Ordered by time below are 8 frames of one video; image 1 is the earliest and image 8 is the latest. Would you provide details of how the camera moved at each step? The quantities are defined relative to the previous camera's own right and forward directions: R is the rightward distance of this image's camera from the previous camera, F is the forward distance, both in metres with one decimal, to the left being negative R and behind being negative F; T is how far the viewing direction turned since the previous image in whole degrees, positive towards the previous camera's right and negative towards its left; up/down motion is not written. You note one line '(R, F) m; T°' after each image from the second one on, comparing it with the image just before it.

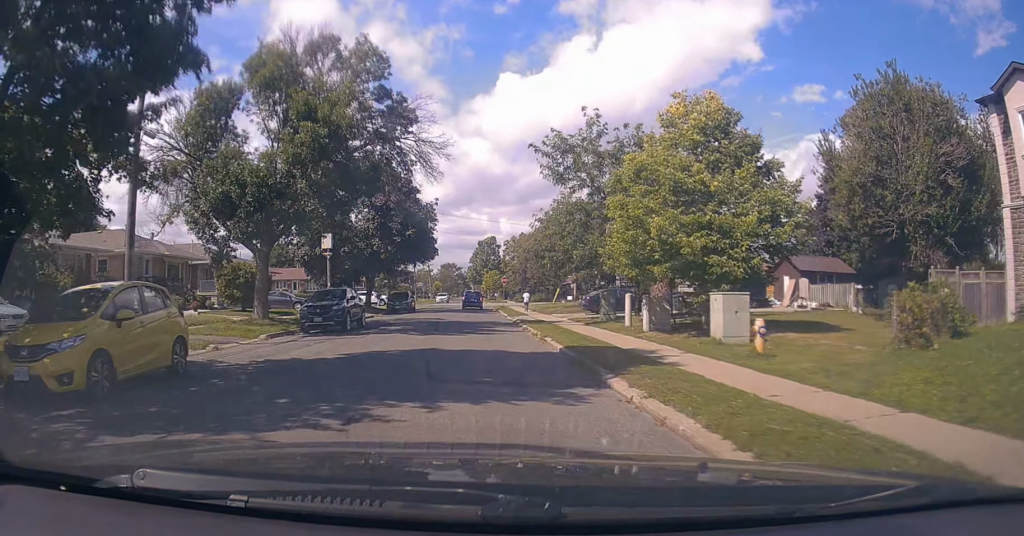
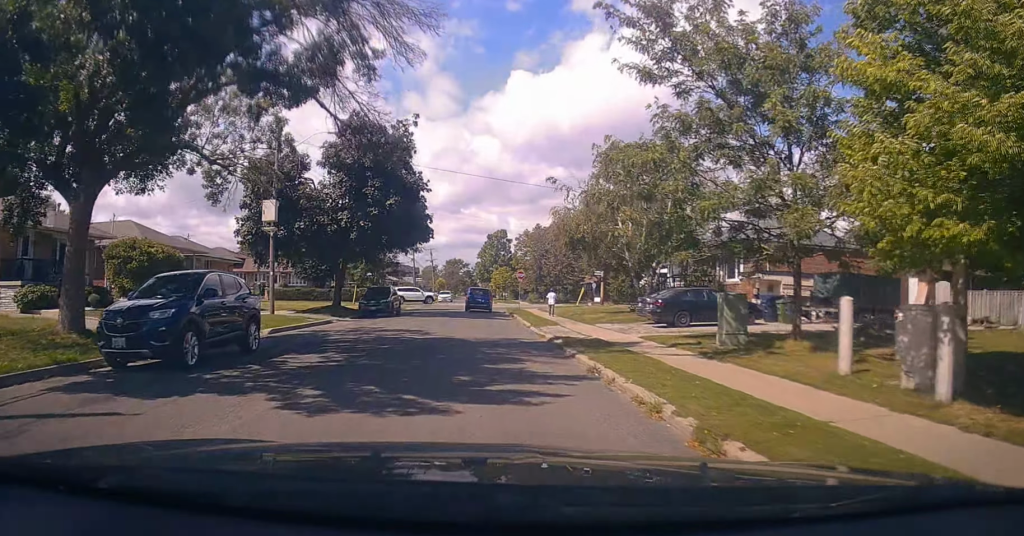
(+0.7, +12.8) m; +3°
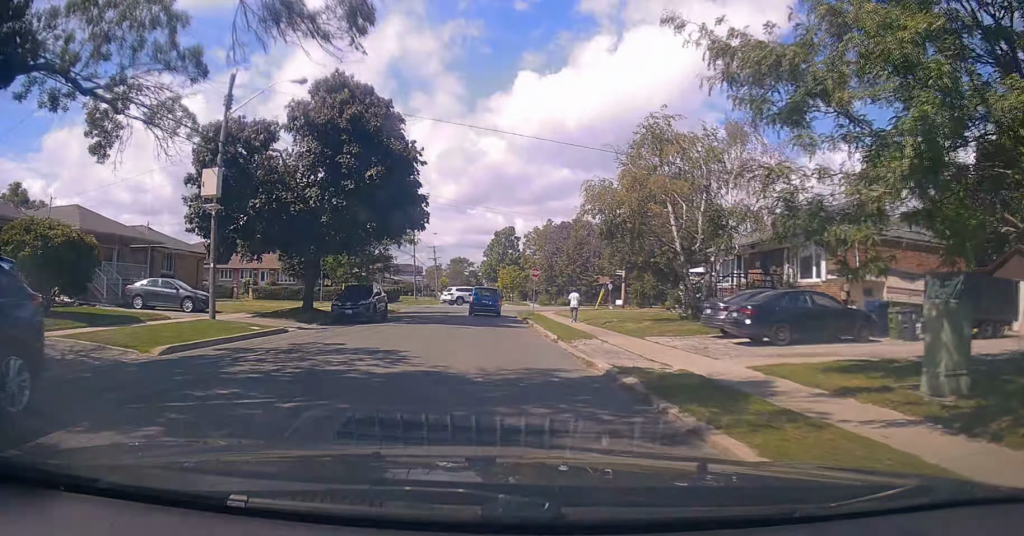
(-0.2, +7.1) m; -5°
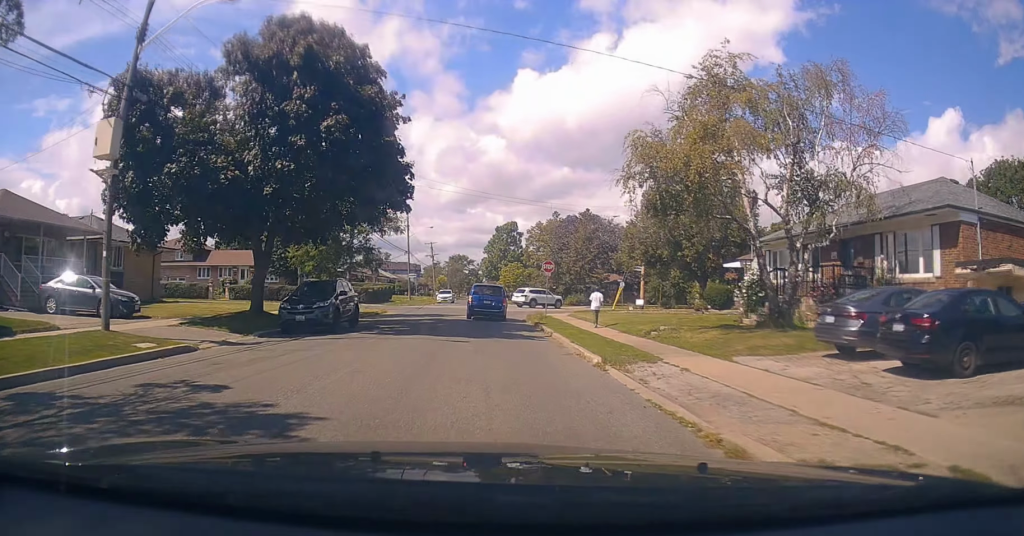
(-0.5, +6.8) m; -2°
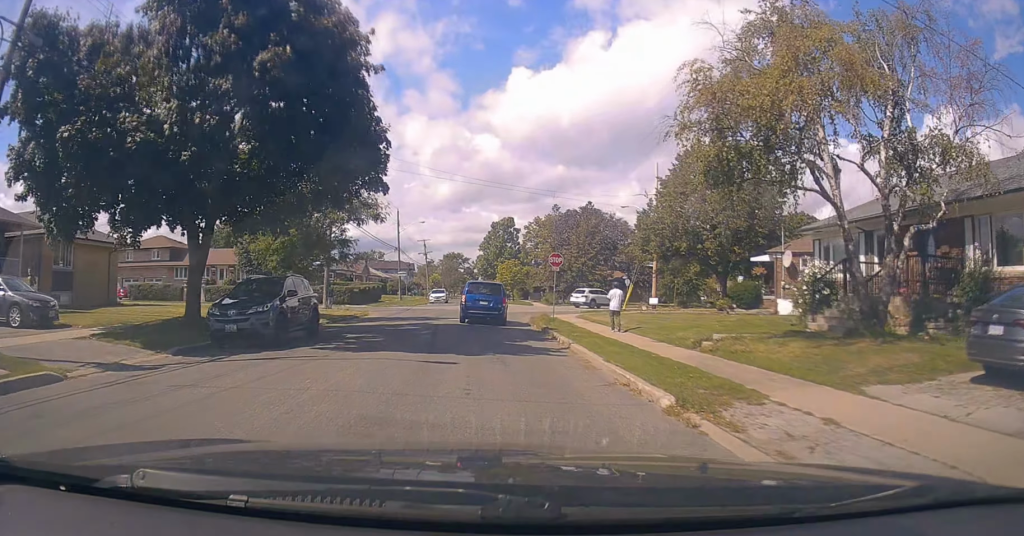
(0.0, +5.1) m; +4°
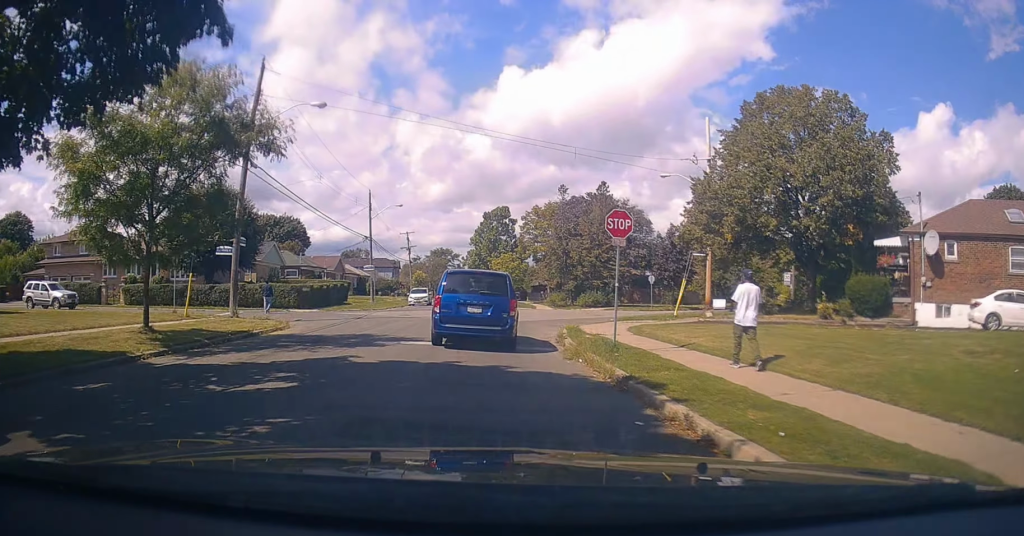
(+1.2, +13.3) m; -3°
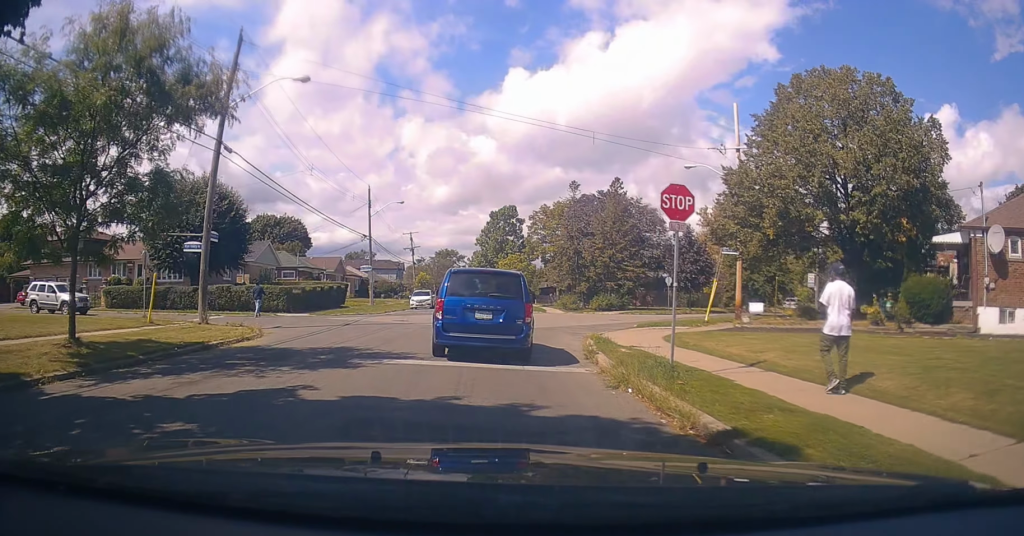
(-0.6, +3.6) m; -5°
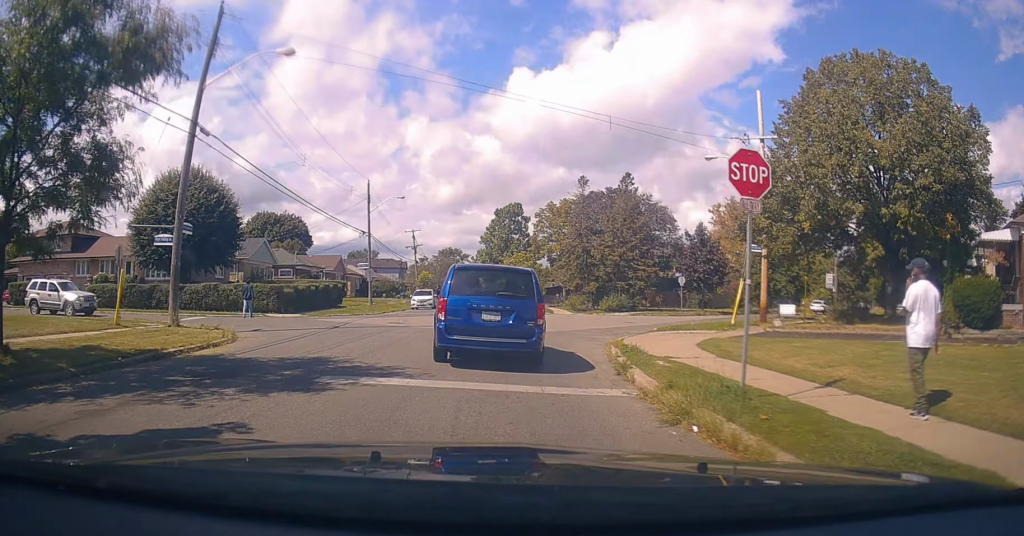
(+0.2, +2.5) m; +3°
